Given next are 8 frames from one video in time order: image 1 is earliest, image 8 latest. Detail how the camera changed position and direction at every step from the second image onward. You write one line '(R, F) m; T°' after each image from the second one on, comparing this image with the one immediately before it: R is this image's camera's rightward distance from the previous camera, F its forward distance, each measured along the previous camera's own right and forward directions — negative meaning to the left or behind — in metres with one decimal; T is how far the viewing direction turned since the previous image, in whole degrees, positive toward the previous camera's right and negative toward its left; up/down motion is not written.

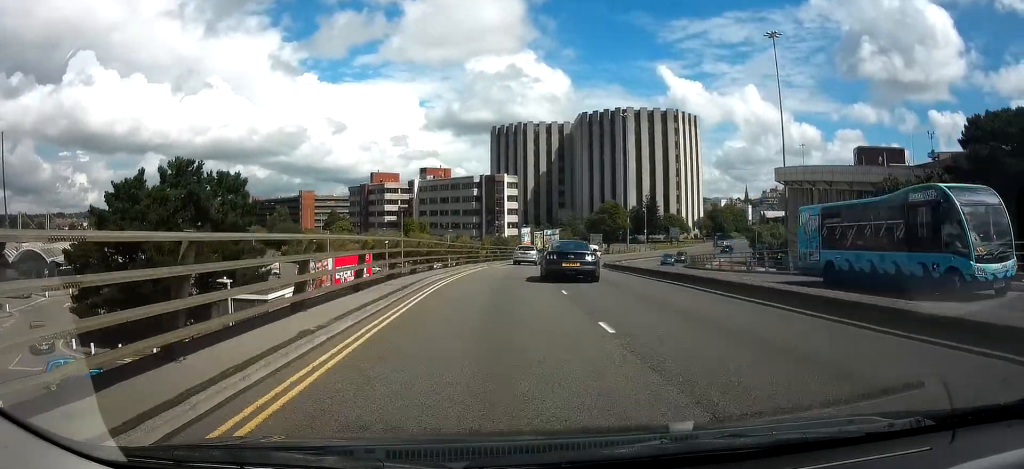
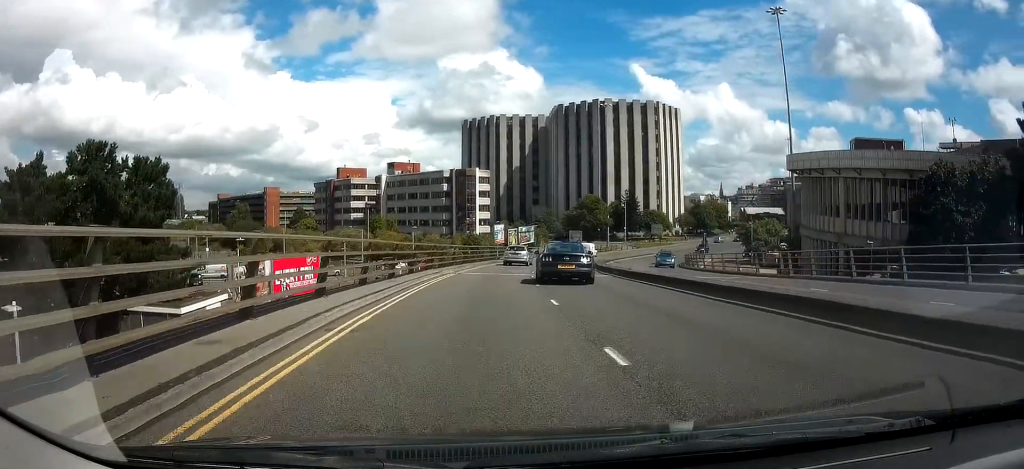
(+0.1, +8.5) m; +2°
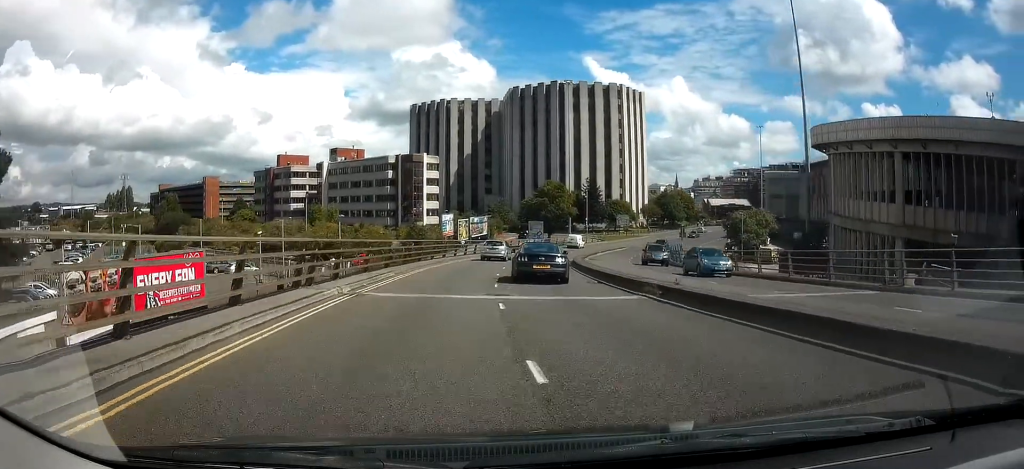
(+0.4, +12.6) m; +4°
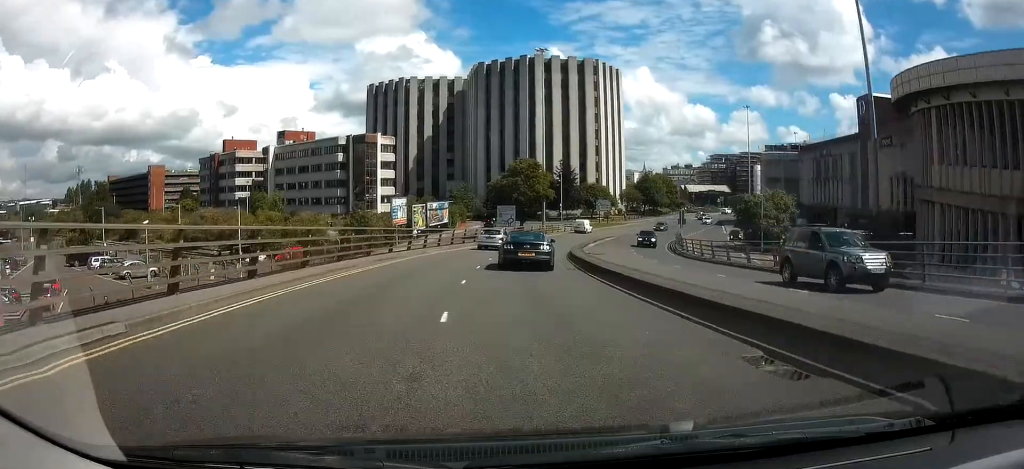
(+0.8, +14.9) m; +6°
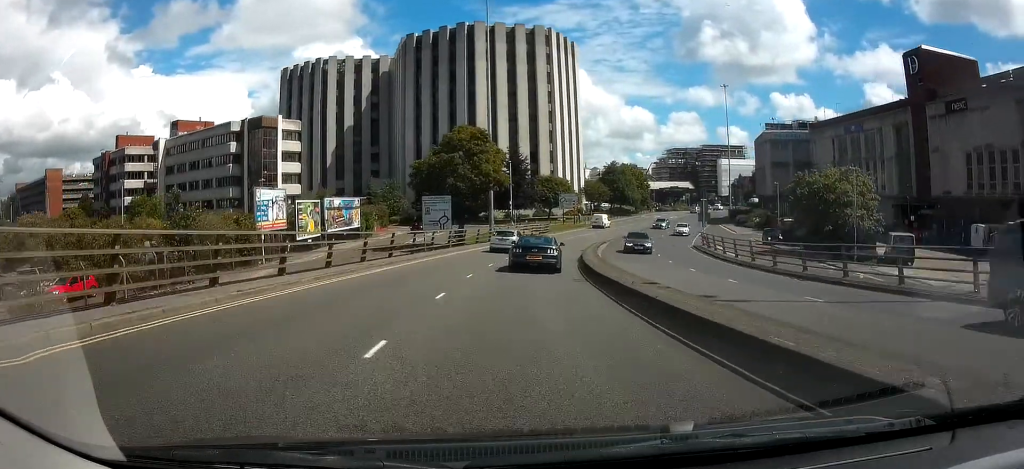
(+1.8, +26.2) m; +7°
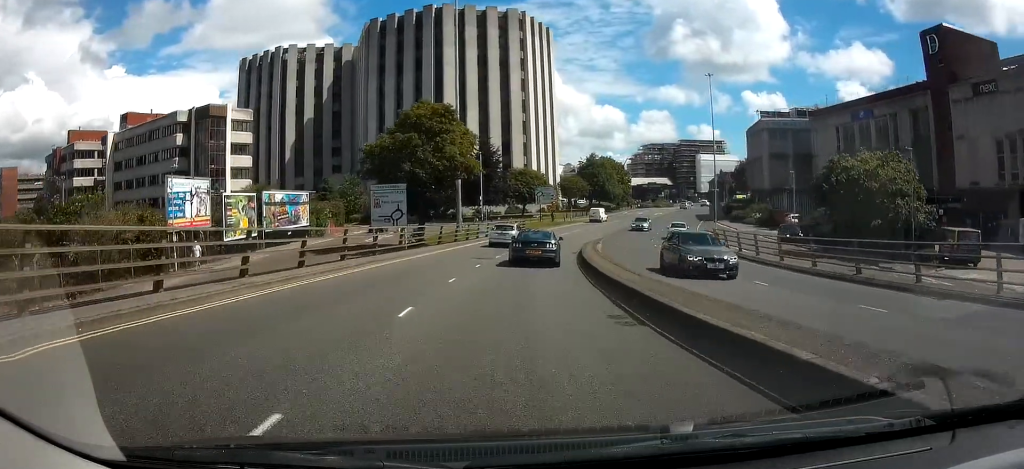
(-0.2, +9.3) m; +2°
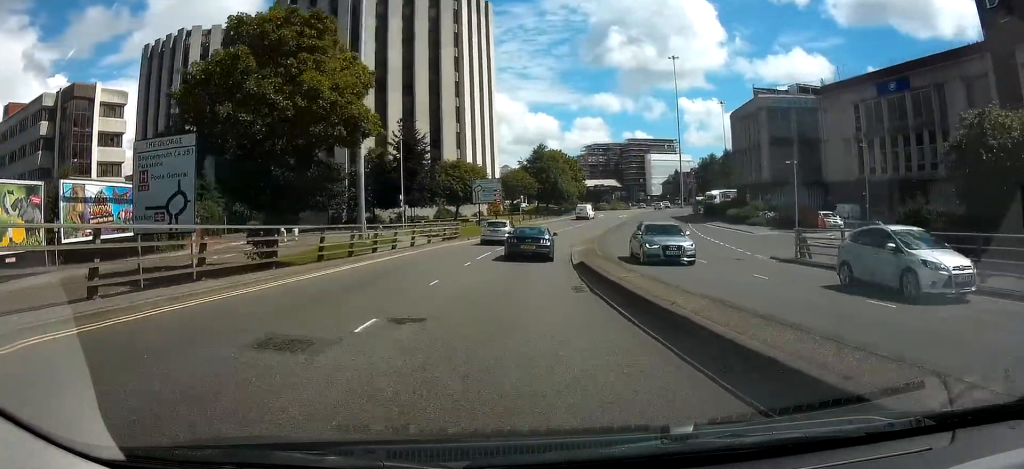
(+1.6, +19.7) m; +7°
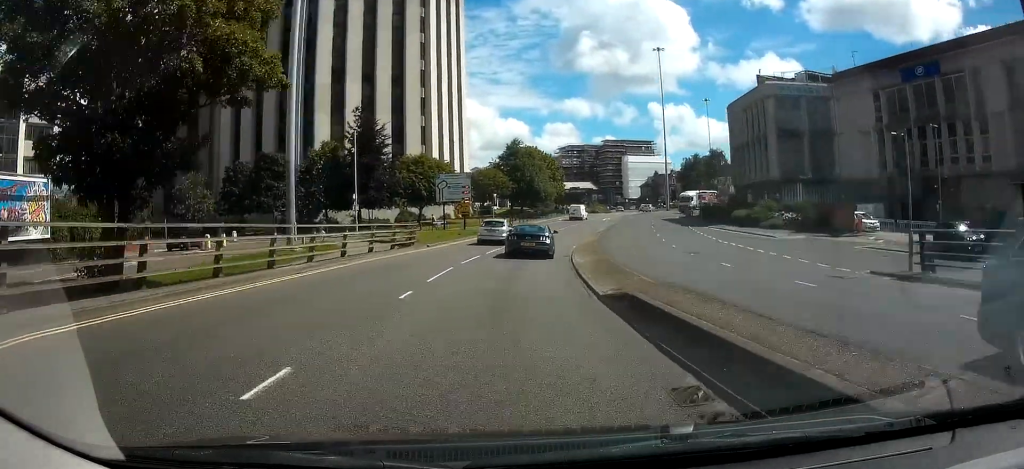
(+0.1, +9.4) m; +2°
